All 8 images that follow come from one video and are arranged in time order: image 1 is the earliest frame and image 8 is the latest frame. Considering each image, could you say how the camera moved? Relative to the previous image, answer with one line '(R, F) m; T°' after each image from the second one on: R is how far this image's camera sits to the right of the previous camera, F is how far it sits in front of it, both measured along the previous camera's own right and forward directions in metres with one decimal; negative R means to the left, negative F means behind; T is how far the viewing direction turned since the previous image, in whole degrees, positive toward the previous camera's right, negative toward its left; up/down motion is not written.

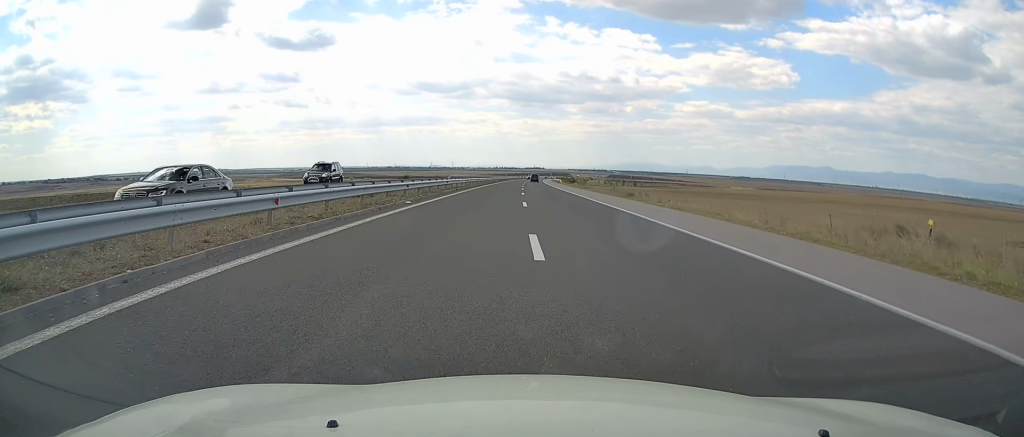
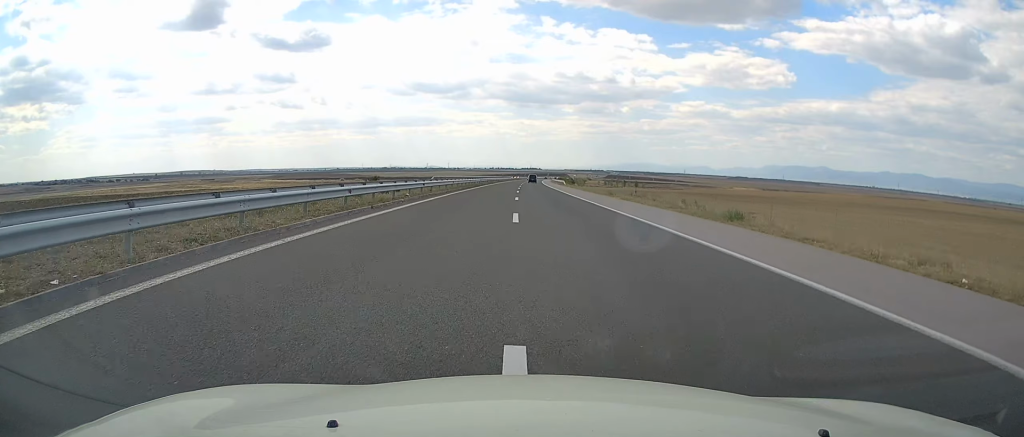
(+0.2, +24.7) m; +1°
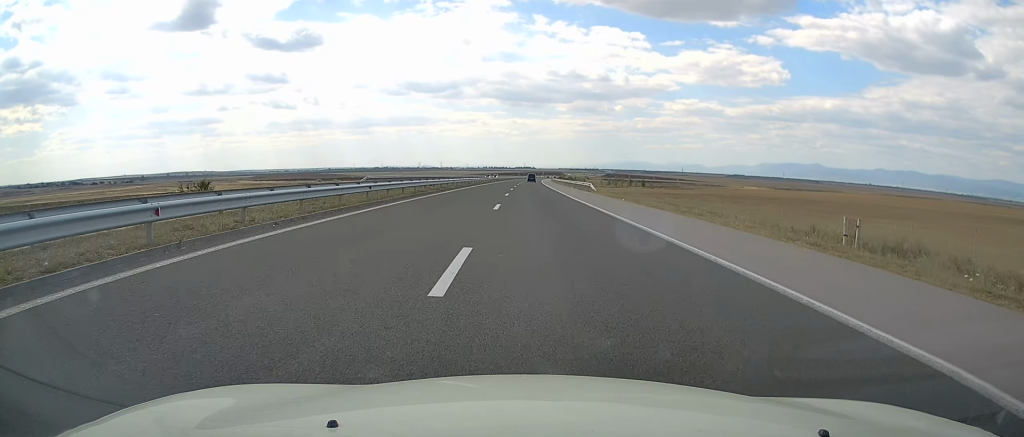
(+0.1, +58.5) m; 0°
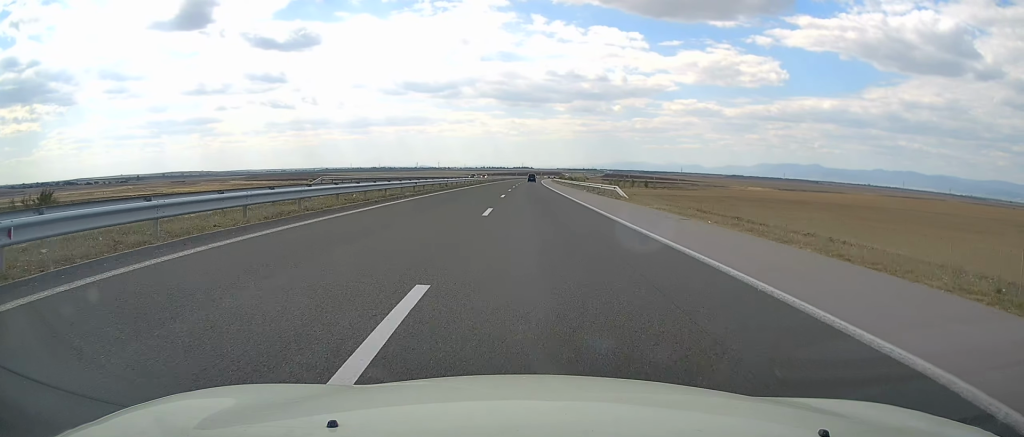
(0.0, +19.6) m; 0°
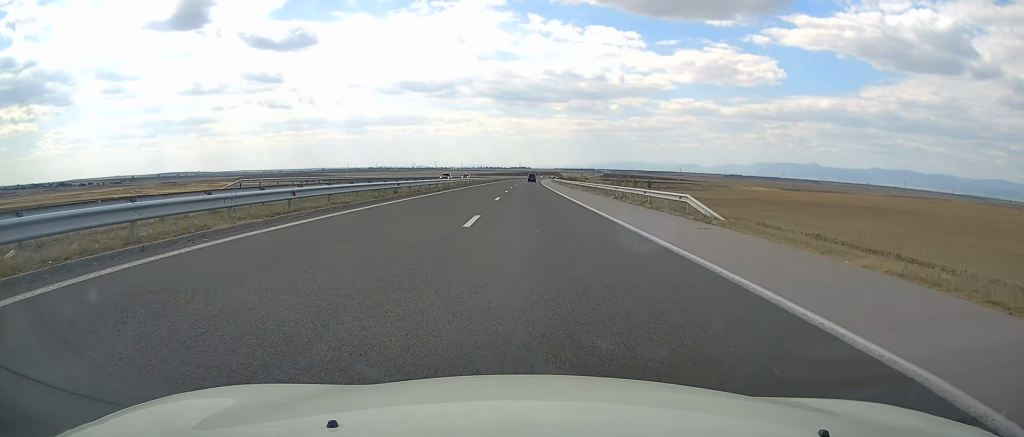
(0.0, +20.5) m; 0°
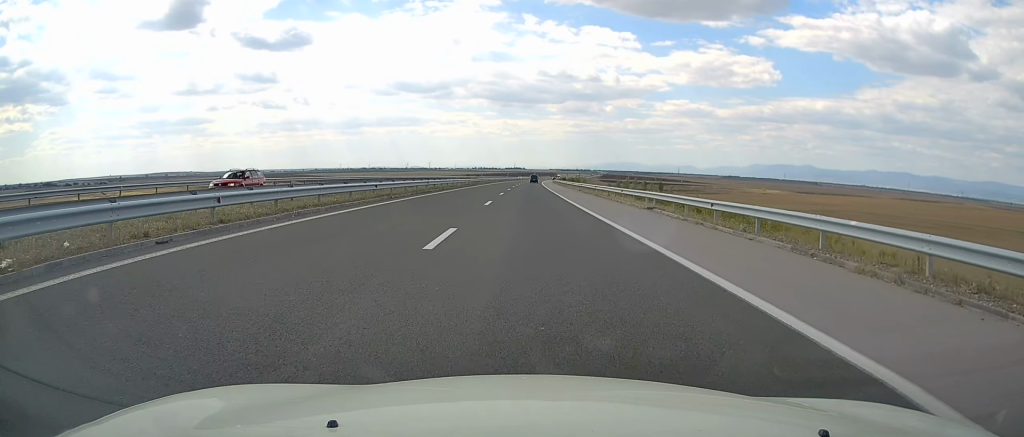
(+0.2, +52.2) m; +1°
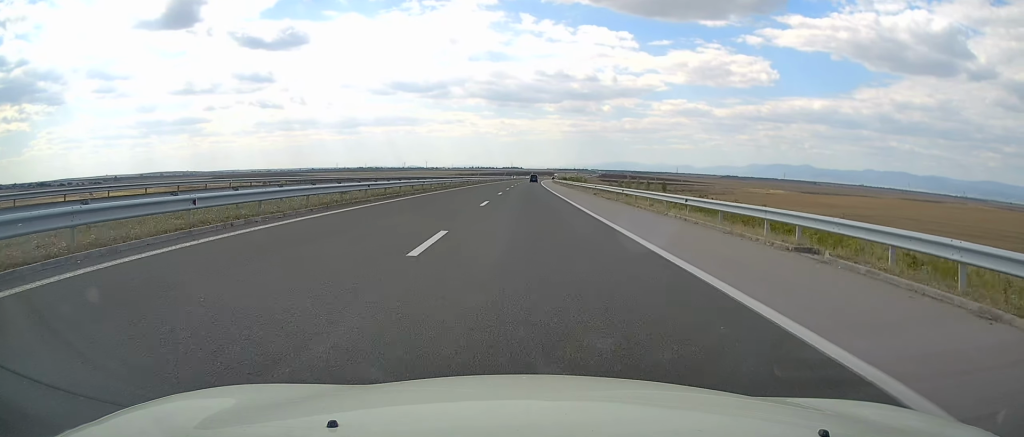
(0.0, +17.0) m; 0°
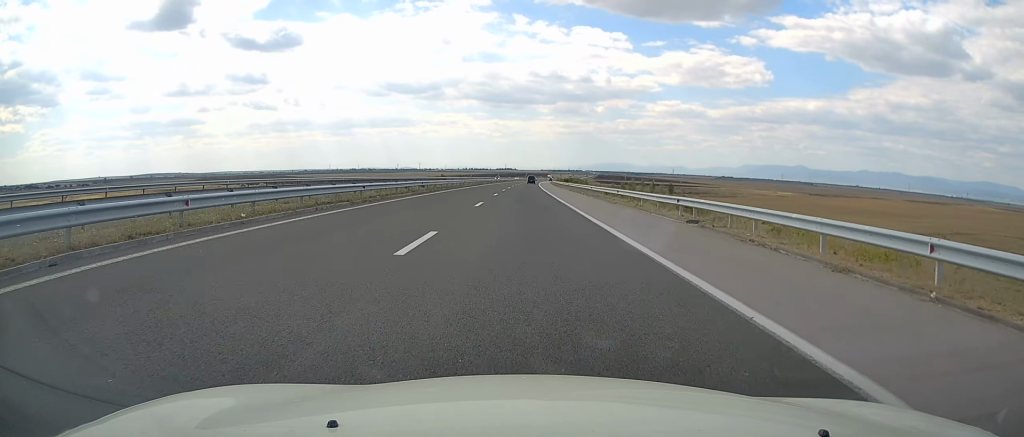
(+0.3, +31.7) m; 0°
